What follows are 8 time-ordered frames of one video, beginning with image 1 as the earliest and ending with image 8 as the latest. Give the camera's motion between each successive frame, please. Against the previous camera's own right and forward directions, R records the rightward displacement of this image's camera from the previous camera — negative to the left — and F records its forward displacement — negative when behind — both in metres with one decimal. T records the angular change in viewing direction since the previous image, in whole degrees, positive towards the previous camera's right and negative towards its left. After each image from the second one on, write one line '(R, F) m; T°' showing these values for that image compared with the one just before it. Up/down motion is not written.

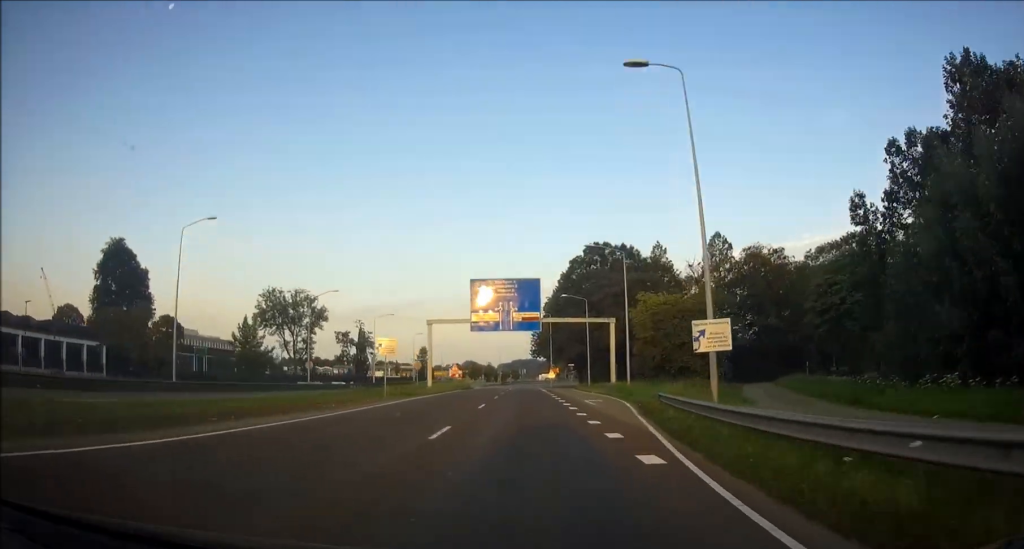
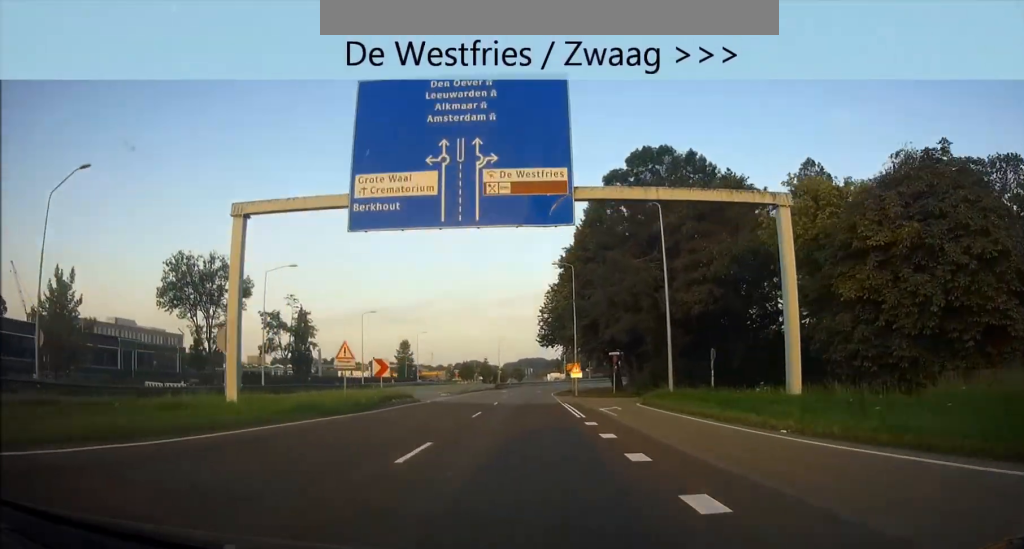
(-0.3, +38.8) m; 0°
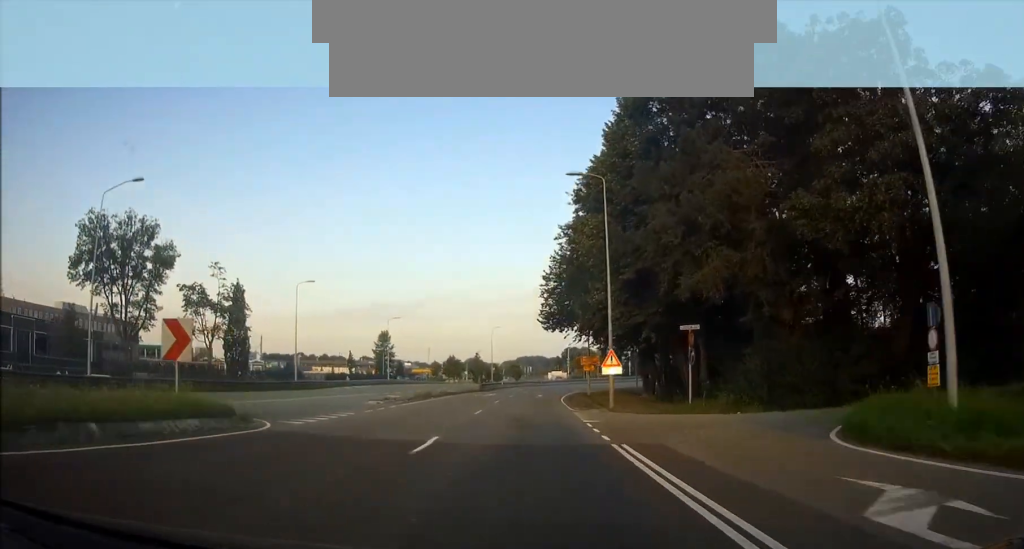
(+0.2, +21.7) m; +1°
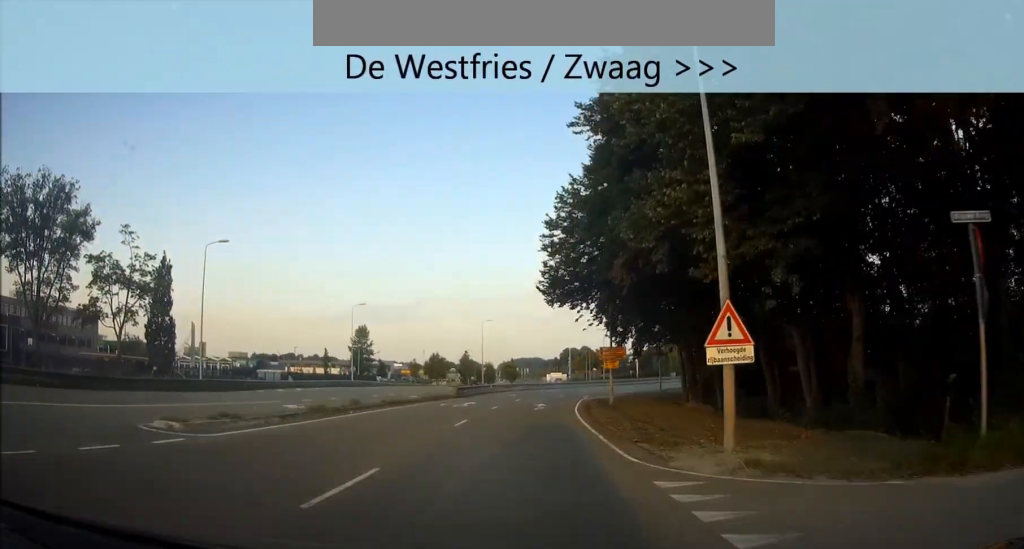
(+0.1, +15.9) m; +1°
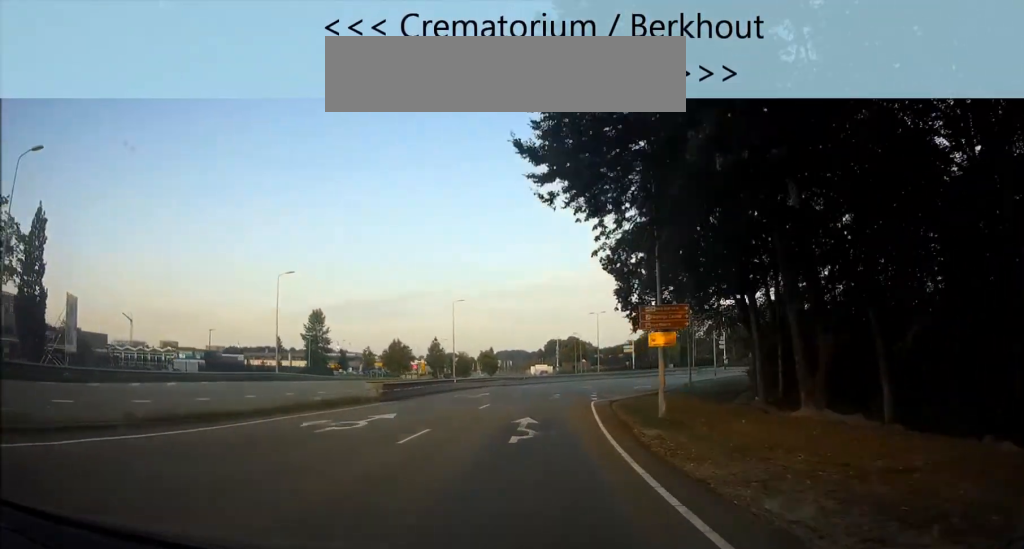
(0.0, +16.5) m; +2°
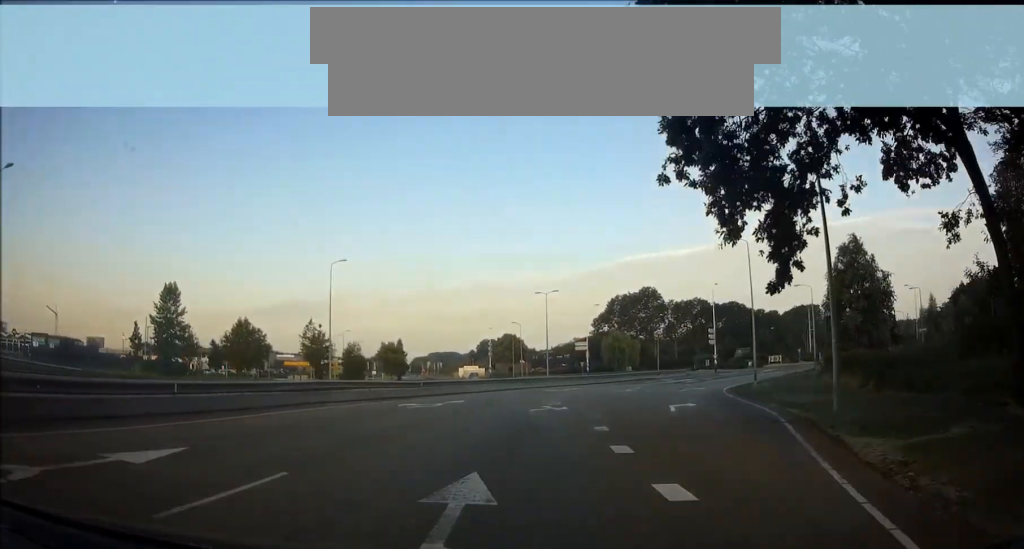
(+0.8, +27.7) m; +7°
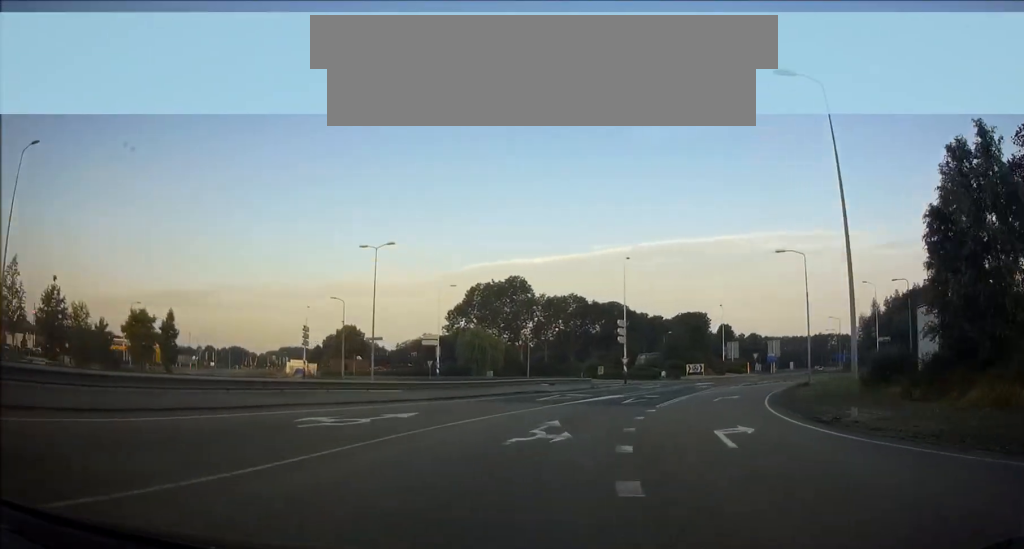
(+1.6, +26.2) m; +11°
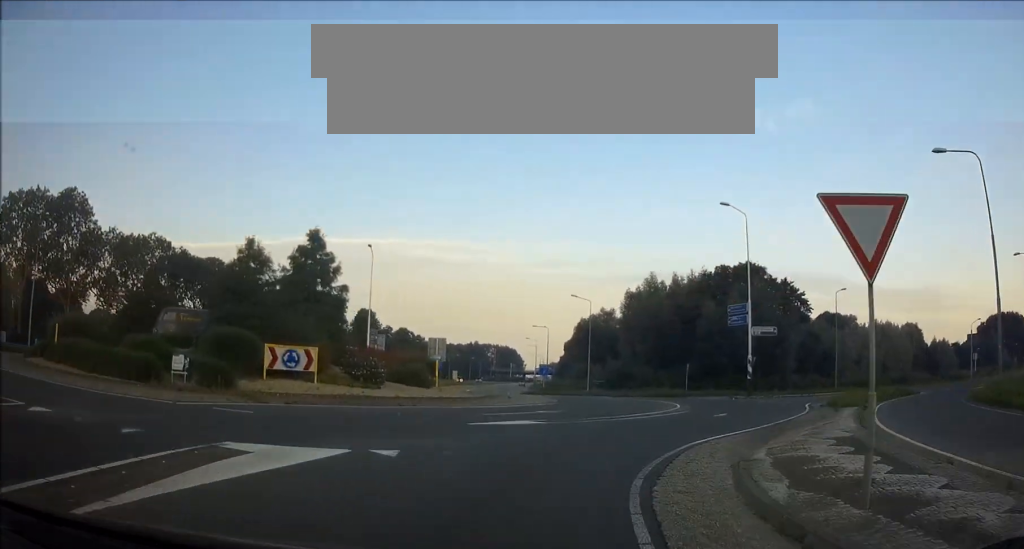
(+13.1, +48.2) m; +34°
